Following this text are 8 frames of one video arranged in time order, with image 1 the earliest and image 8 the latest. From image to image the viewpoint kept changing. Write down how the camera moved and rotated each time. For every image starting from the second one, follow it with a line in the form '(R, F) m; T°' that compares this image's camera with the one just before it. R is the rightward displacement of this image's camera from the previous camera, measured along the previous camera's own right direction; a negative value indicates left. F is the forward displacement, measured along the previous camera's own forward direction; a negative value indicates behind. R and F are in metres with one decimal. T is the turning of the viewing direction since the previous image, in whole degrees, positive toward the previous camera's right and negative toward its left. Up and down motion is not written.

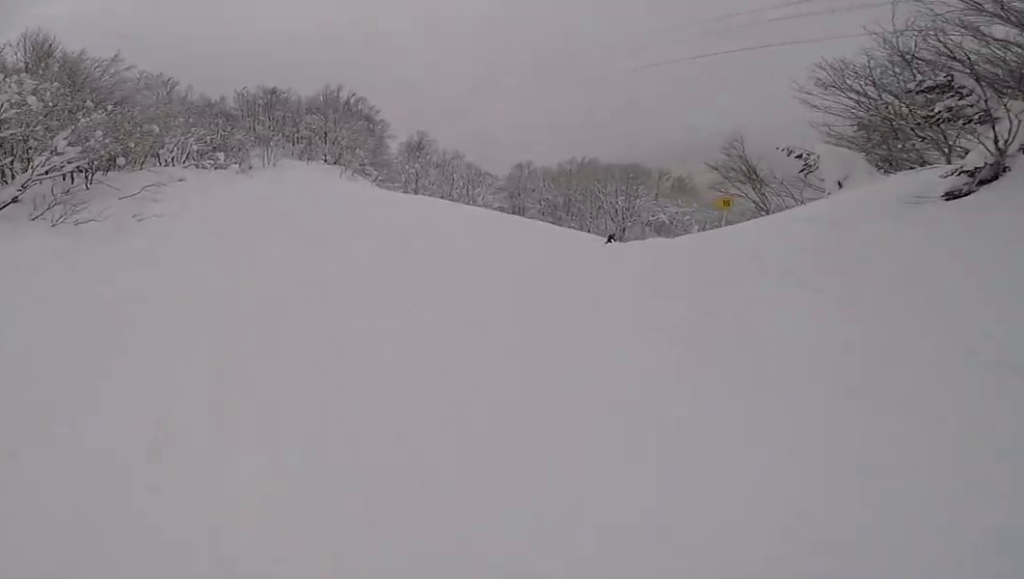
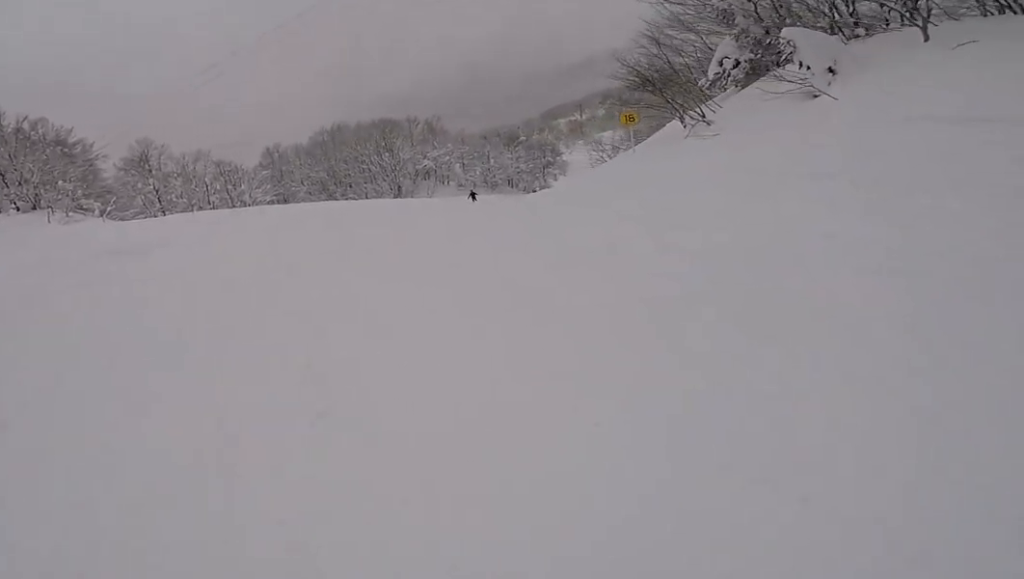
(+1.1, +9.0) m; +20°
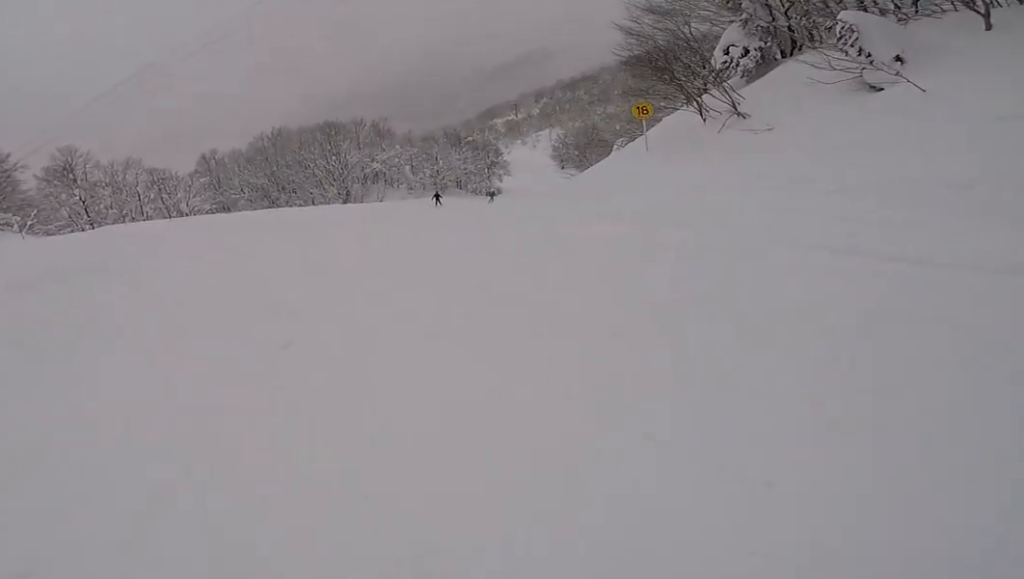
(+0.5, +3.1) m; +5°
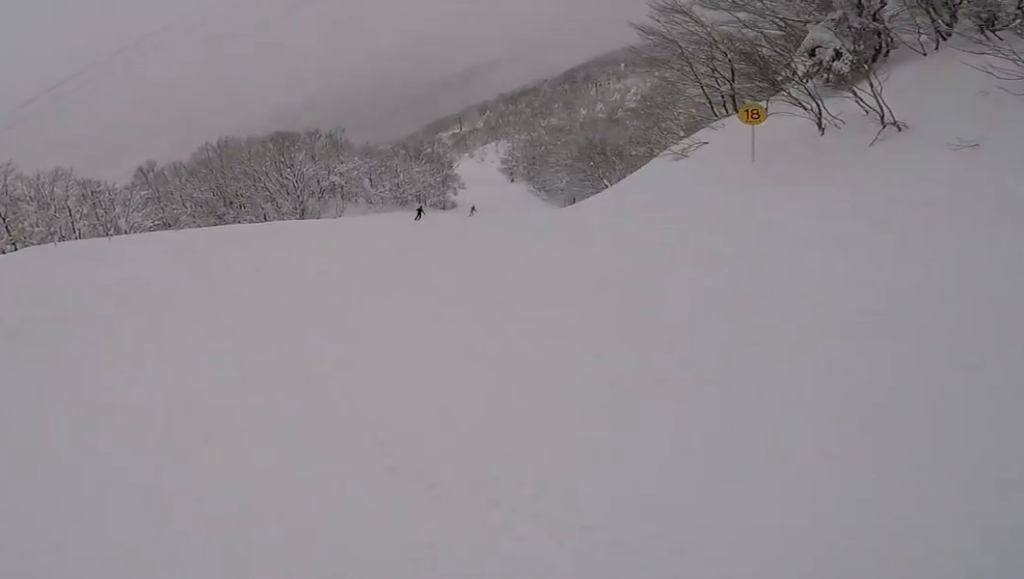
(+0.5, +4.8) m; +7°
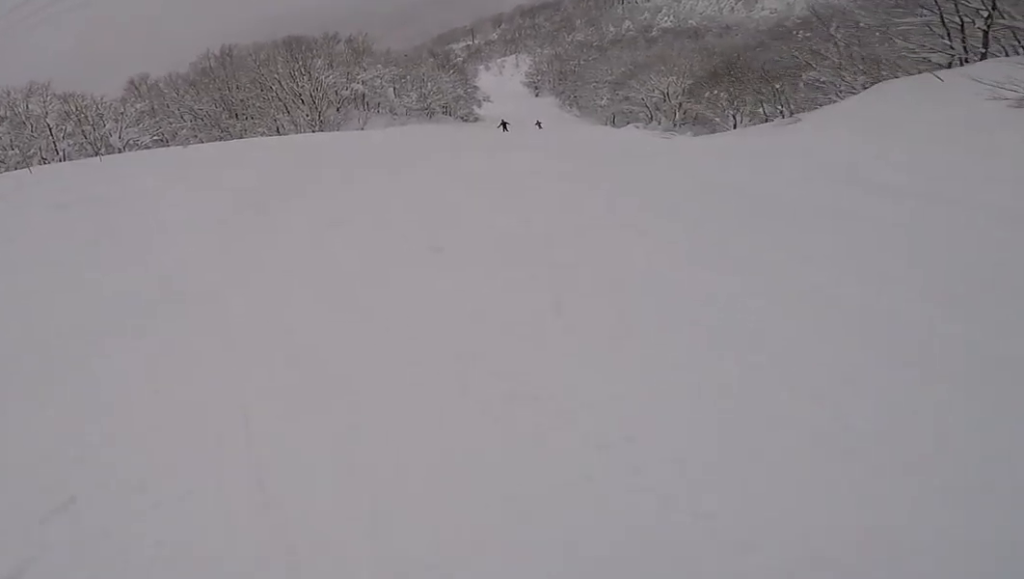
(+0.1, +7.6) m; +9°
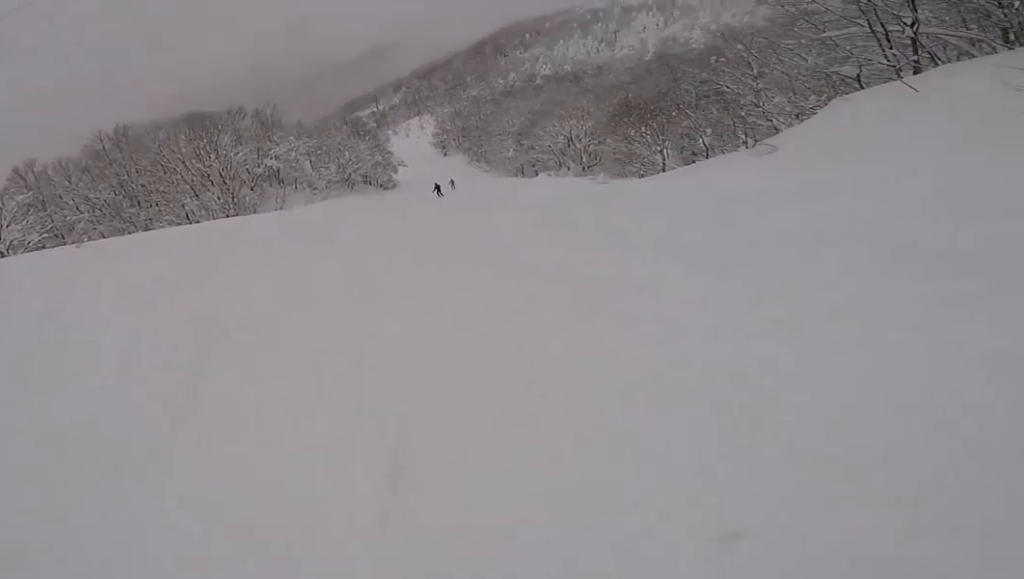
(+0.5, +4.4) m; +11°
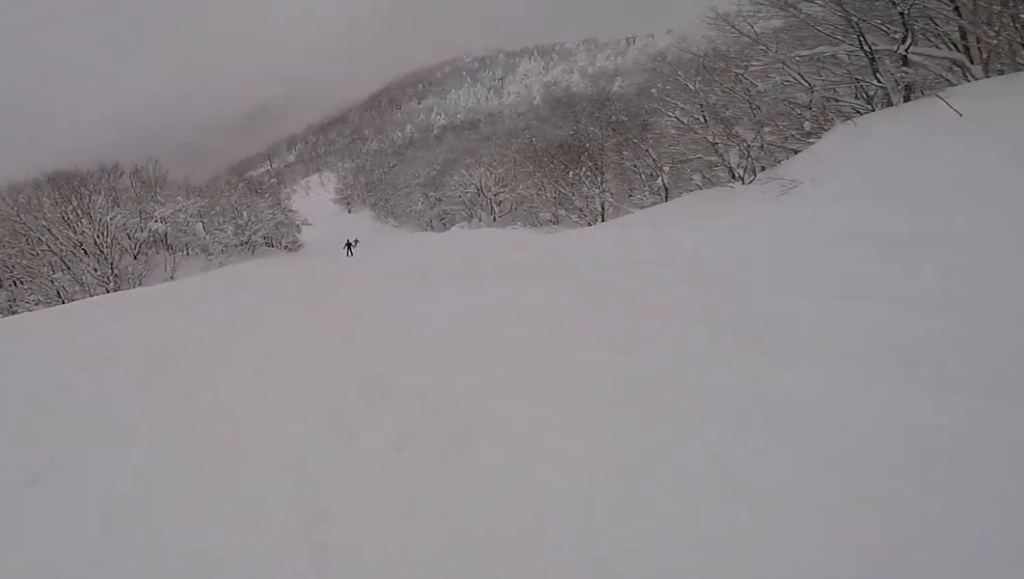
(+0.4, +5.0) m; +10°
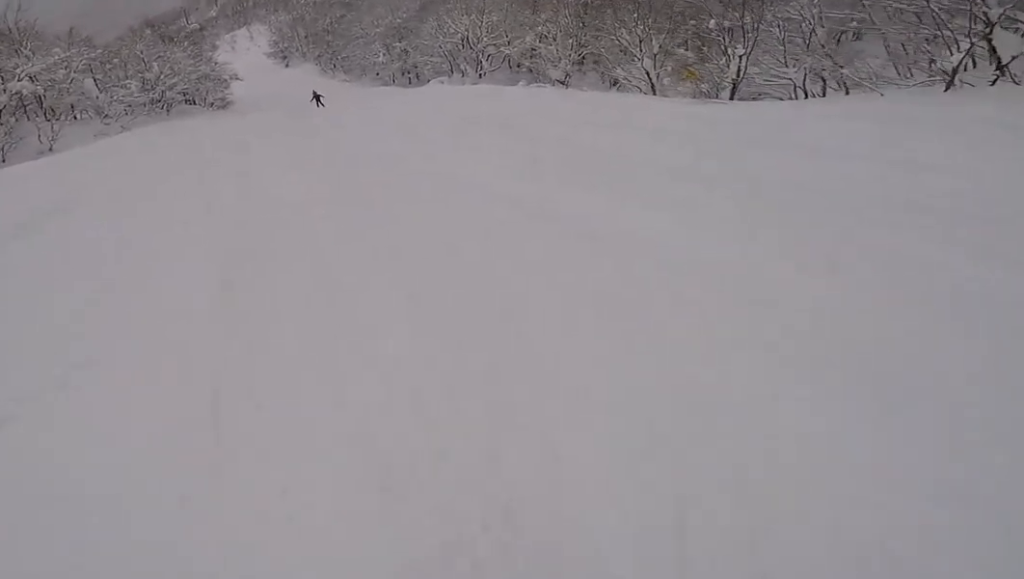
(+1.7, +12.2) m; +12°
